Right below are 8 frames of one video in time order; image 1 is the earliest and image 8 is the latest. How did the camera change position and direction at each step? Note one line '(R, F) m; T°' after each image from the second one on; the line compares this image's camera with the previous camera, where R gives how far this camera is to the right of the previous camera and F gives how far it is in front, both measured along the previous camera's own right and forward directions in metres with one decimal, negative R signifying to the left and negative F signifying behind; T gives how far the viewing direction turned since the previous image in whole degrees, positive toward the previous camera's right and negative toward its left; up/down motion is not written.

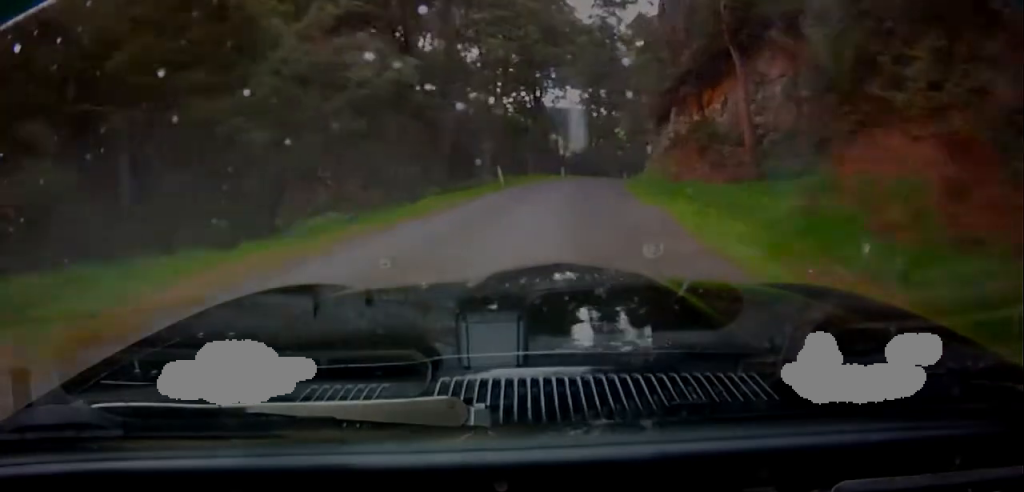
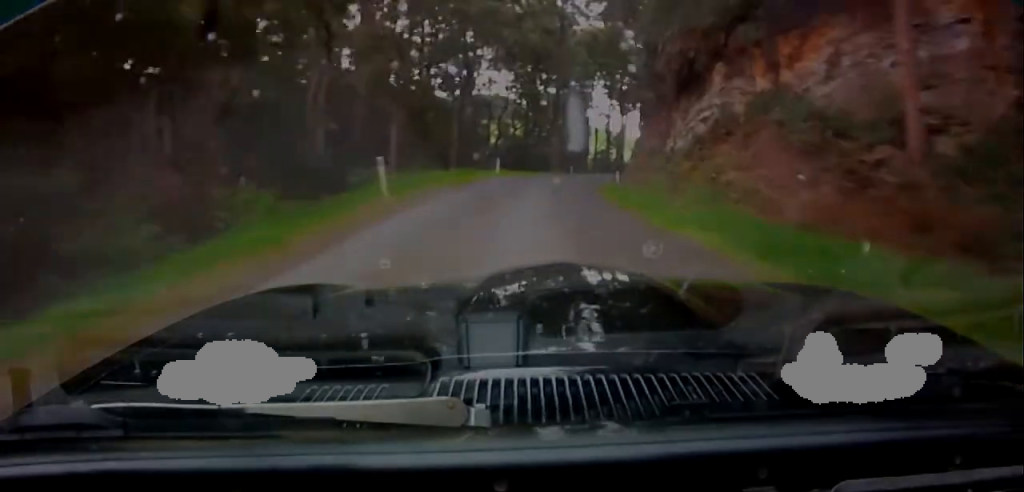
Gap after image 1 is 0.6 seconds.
(+3.3, +12.8) m; +15°
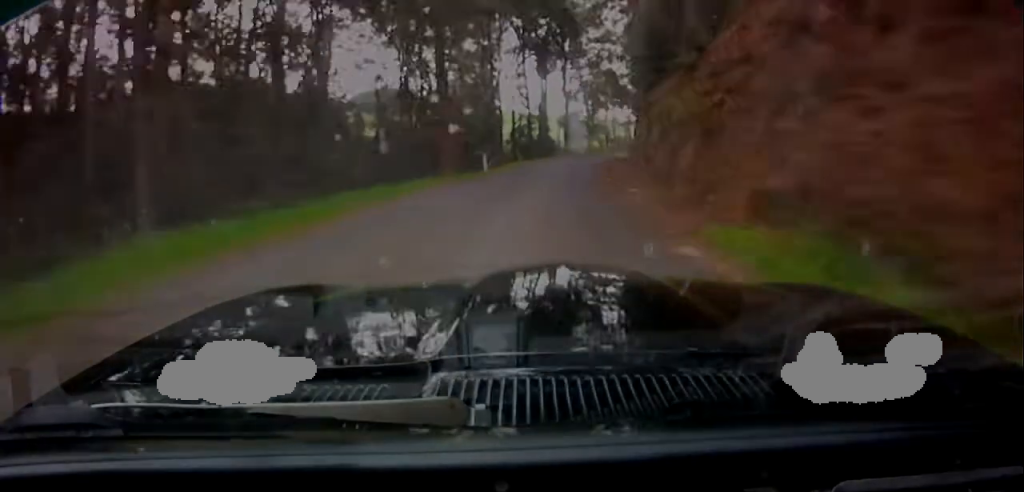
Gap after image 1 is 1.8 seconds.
(+6.7, +27.3) m; +22°
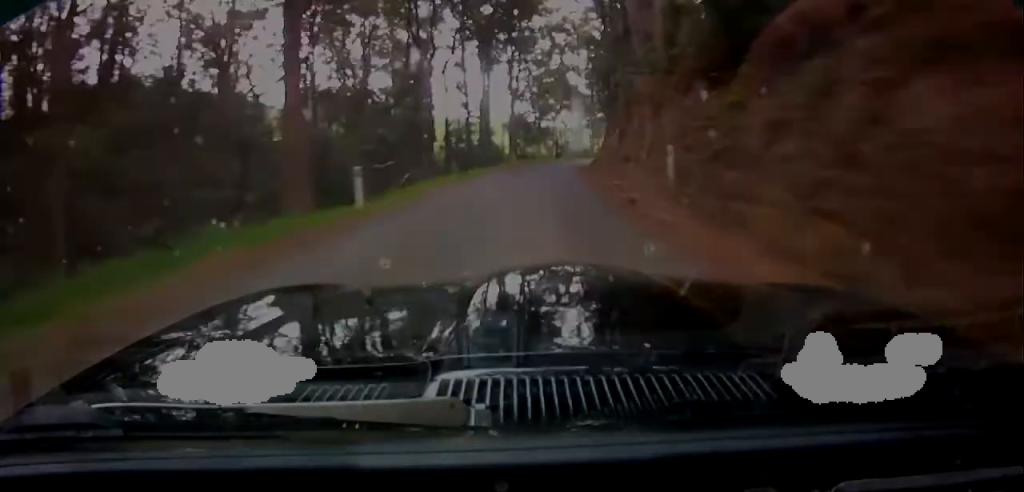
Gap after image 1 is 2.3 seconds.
(+0.9, +14.4) m; +5°
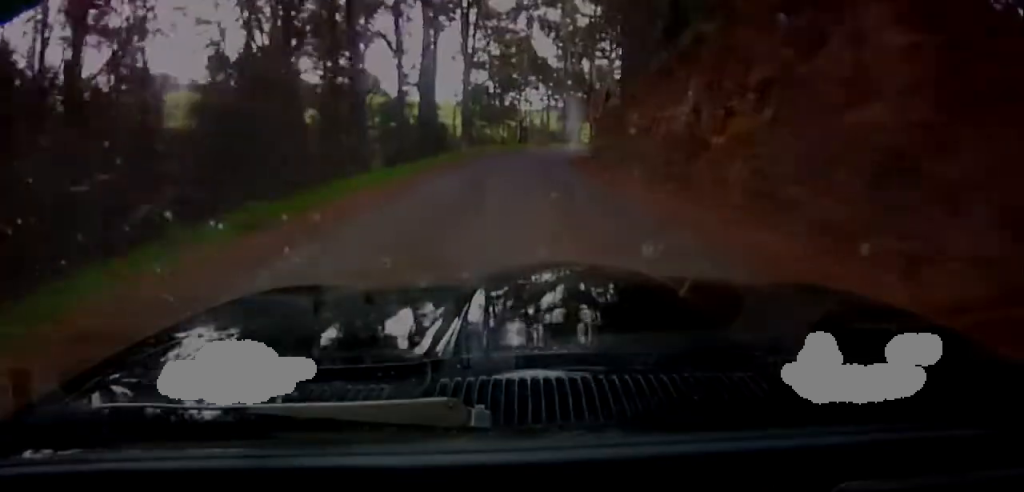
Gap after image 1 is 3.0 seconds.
(+0.6, +22.3) m; +5°
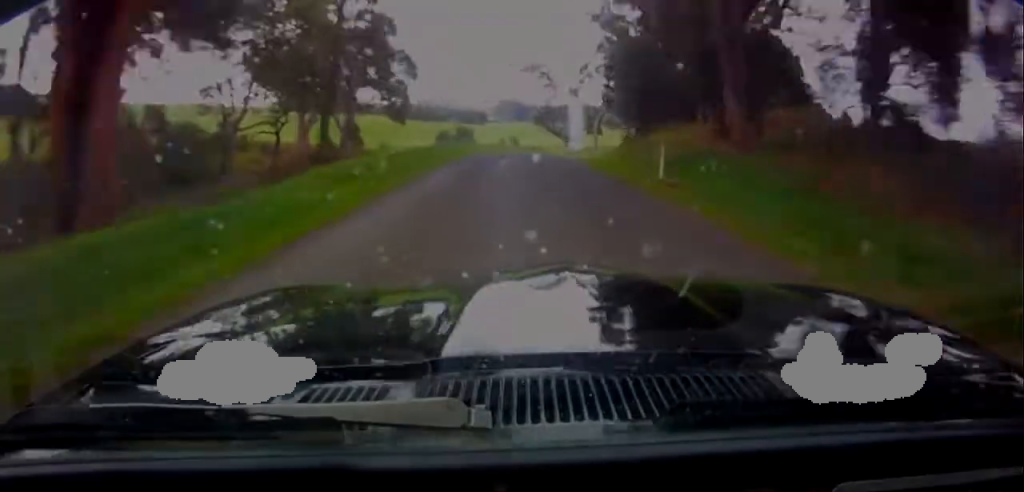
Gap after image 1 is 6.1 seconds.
(+11.1, +108.5) m; +13°
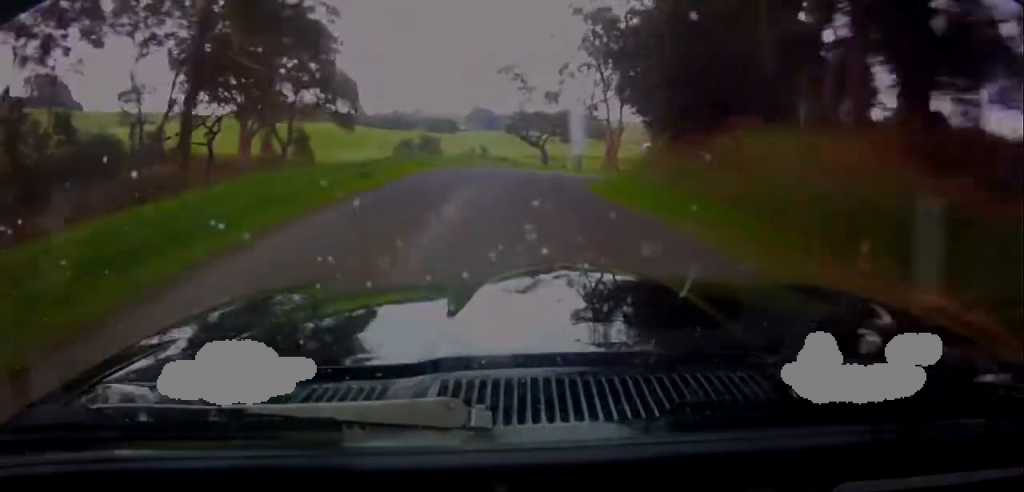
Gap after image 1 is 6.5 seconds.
(+0.6, +14.1) m; +5°
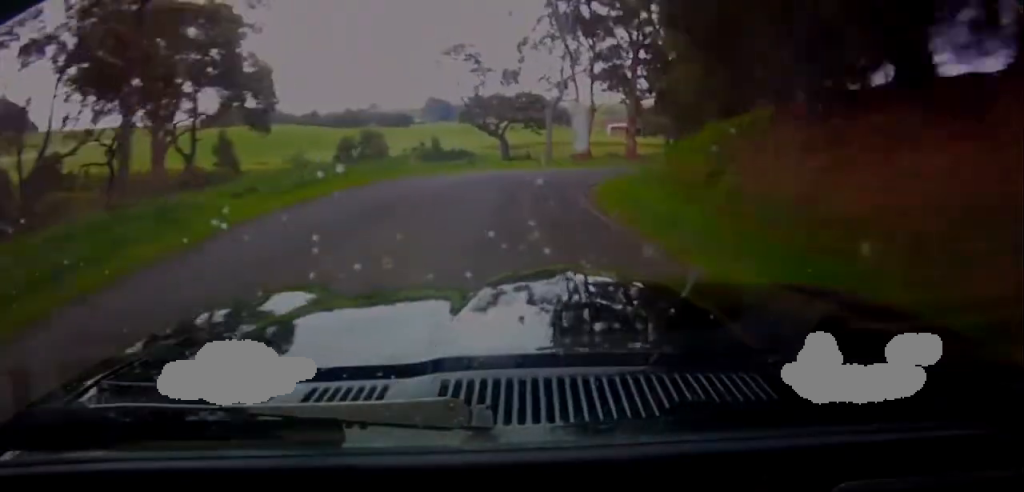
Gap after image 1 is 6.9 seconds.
(-0.6, +16.4) m; +6°
